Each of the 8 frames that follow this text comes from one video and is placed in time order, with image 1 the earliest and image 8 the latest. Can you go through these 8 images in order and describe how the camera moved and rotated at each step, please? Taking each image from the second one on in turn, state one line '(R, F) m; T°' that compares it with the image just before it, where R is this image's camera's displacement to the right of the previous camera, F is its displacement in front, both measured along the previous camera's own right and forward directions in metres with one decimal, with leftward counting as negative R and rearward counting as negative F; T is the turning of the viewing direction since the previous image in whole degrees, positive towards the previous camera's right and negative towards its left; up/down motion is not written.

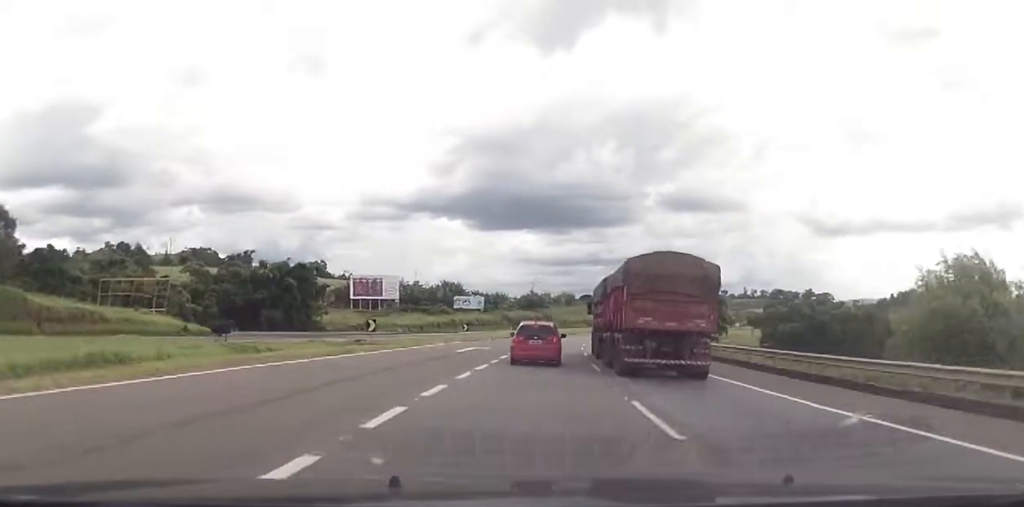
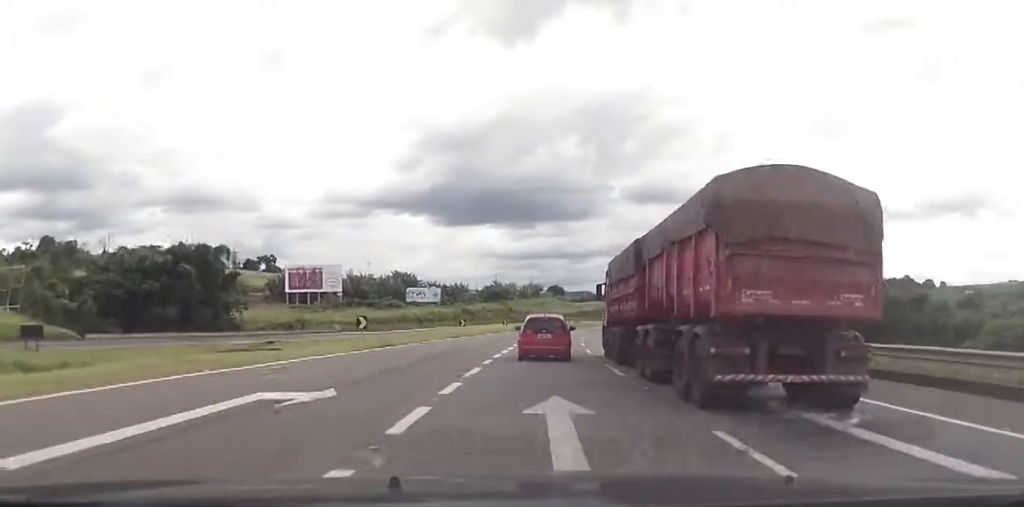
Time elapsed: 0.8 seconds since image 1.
(+0.8, +28.9) m; +3°
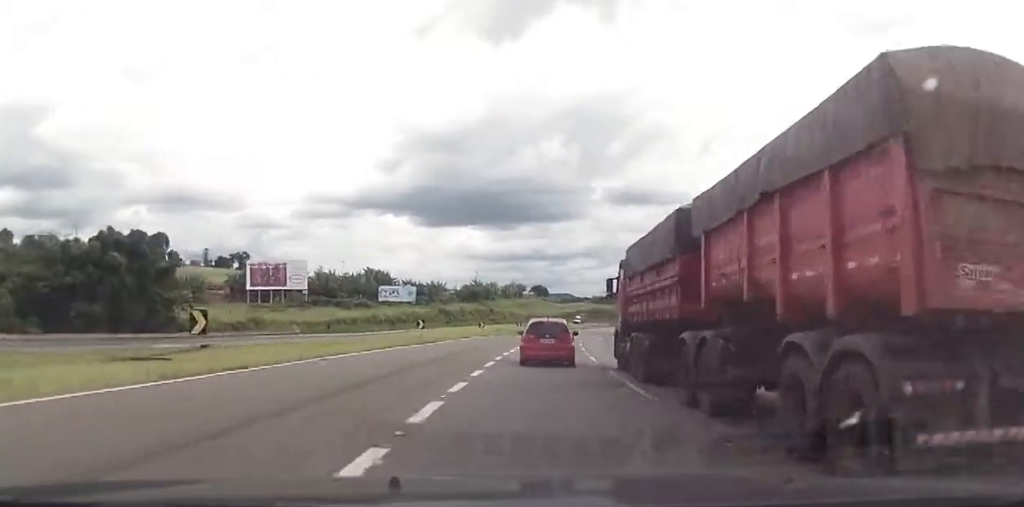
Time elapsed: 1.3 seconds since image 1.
(+0.1, +15.1) m; +1°
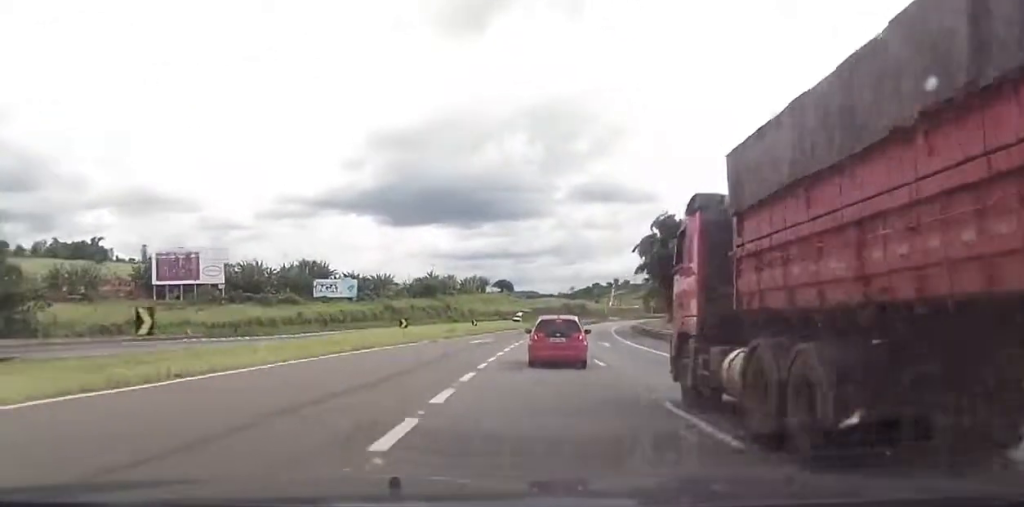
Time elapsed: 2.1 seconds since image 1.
(+0.7, +30.2) m; +3°
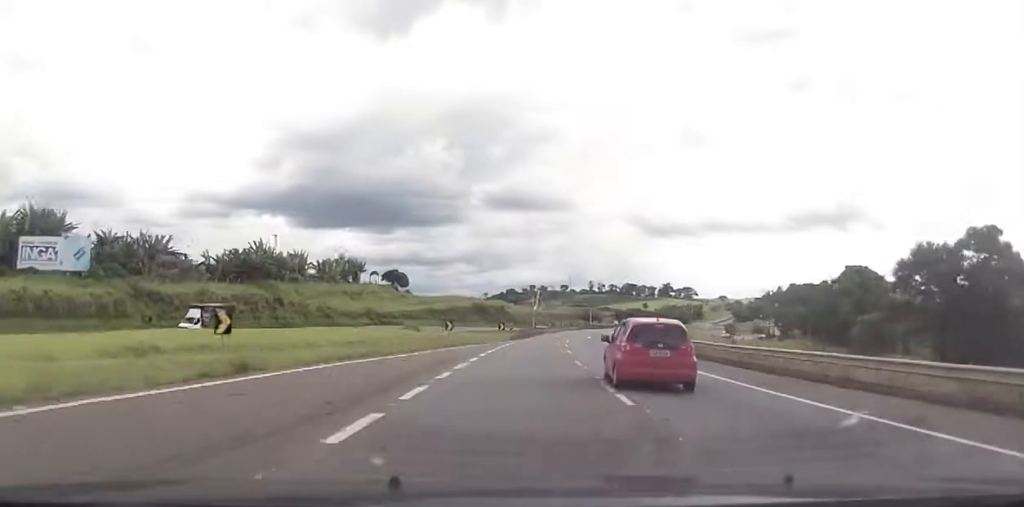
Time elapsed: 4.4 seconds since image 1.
(+5.2, +80.0) m; +7°
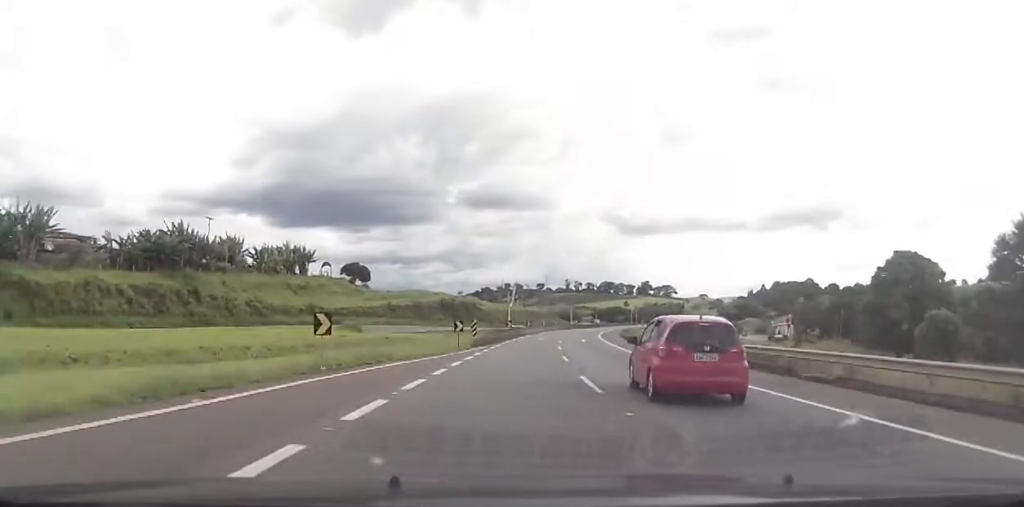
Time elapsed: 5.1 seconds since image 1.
(+0.5, +22.2) m; +2°
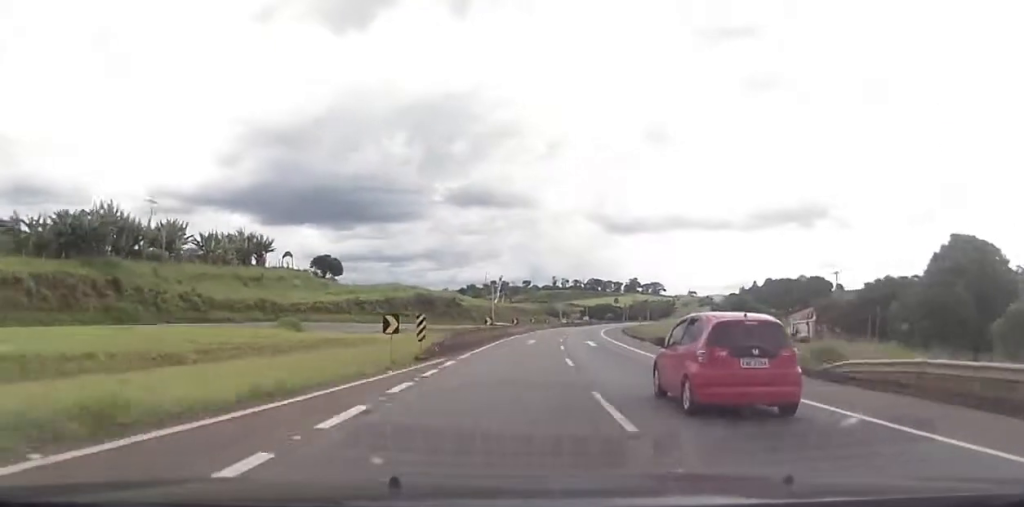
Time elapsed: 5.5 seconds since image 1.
(+0.1, +16.4) m; +1°
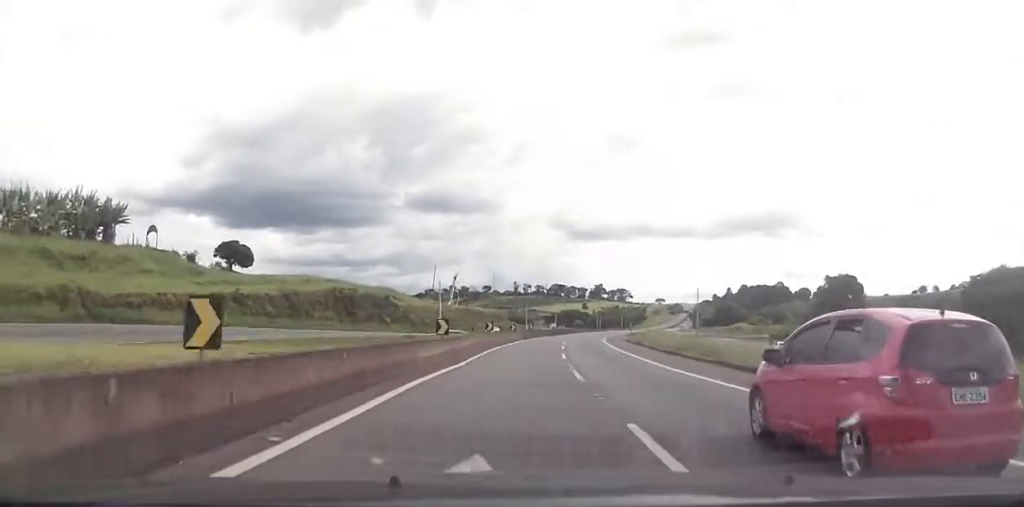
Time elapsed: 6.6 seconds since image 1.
(+0.7, +39.2) m; +4°
